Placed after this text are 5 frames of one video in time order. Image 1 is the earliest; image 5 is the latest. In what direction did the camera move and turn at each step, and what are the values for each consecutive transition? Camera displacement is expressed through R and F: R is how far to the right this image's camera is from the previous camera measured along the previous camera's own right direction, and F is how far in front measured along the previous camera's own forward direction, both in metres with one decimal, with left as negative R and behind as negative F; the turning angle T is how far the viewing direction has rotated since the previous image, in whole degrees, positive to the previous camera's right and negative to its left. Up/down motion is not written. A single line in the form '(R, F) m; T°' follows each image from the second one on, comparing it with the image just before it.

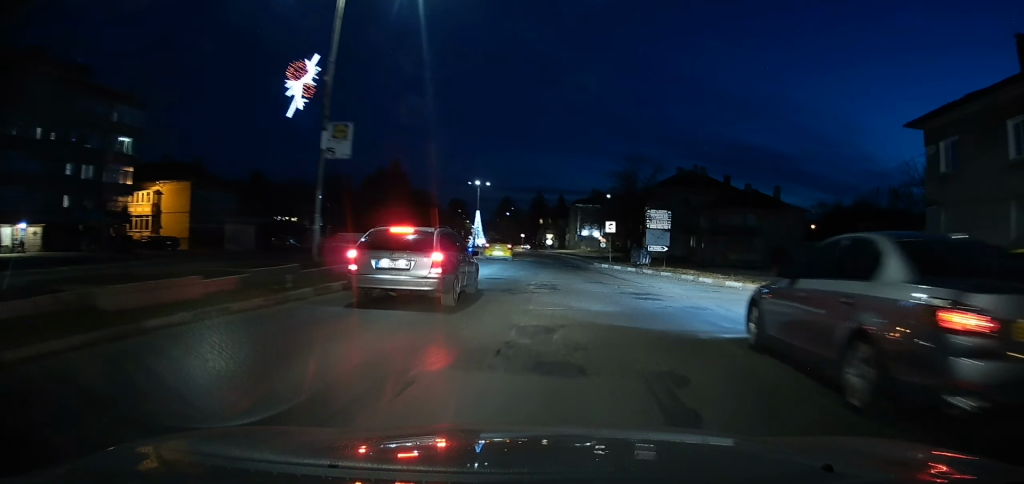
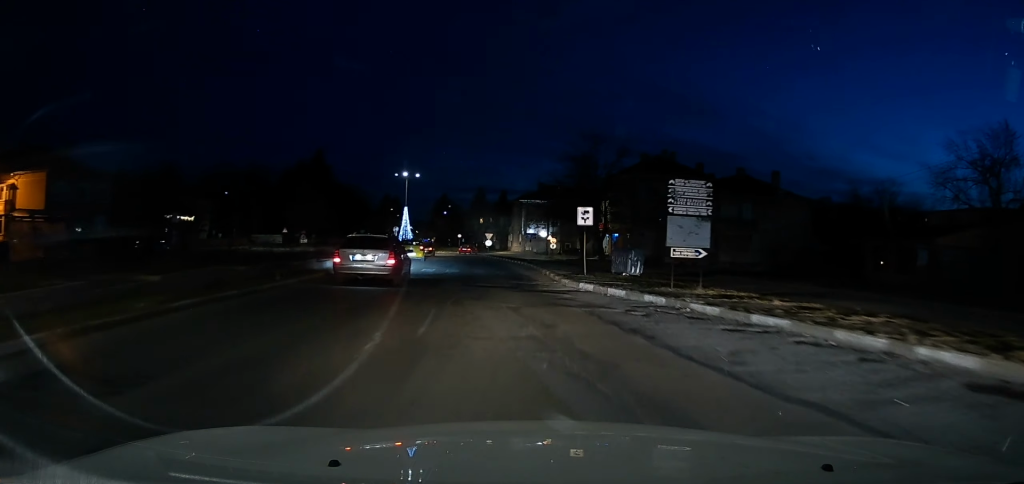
(+0.9, +15.7) m; +5°
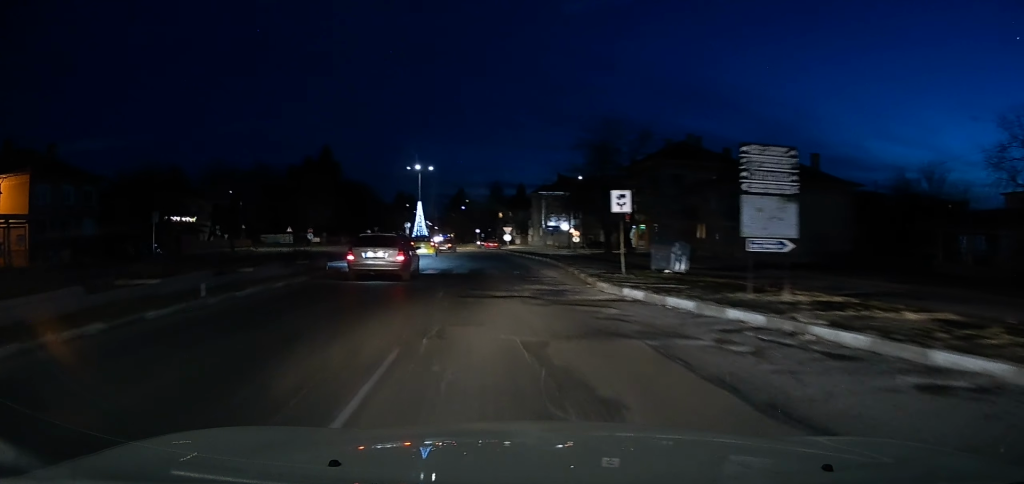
(0.0, +4.6) m; 0°
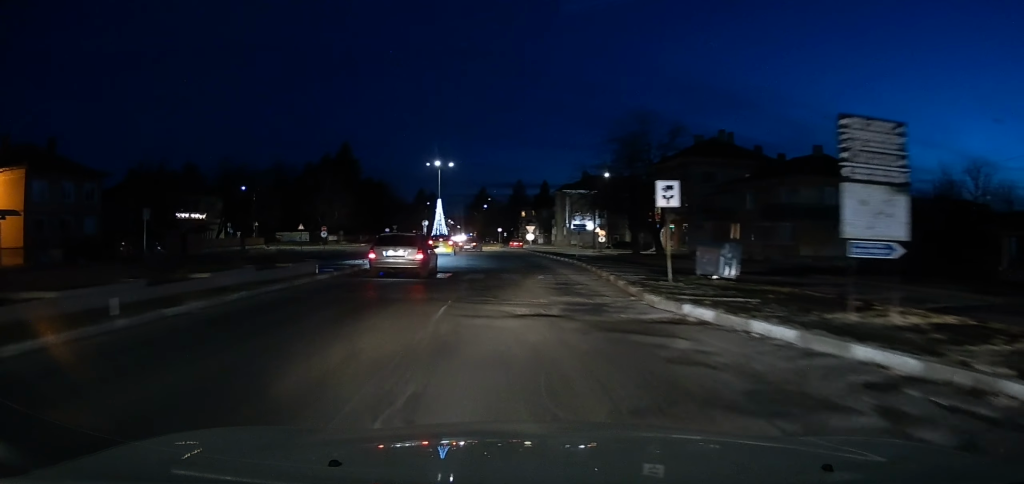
(0.0, +3.3) m; 0°
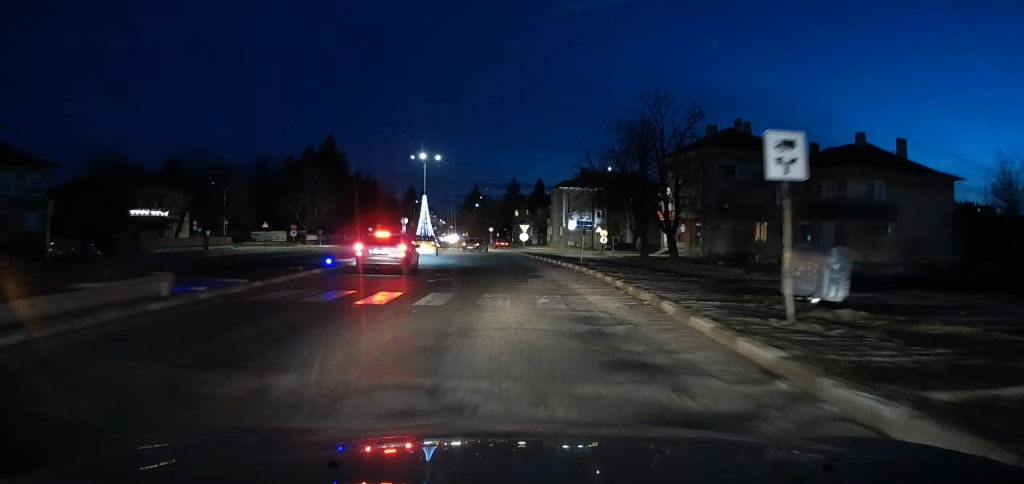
(0.0, +7.6) m; -1°
